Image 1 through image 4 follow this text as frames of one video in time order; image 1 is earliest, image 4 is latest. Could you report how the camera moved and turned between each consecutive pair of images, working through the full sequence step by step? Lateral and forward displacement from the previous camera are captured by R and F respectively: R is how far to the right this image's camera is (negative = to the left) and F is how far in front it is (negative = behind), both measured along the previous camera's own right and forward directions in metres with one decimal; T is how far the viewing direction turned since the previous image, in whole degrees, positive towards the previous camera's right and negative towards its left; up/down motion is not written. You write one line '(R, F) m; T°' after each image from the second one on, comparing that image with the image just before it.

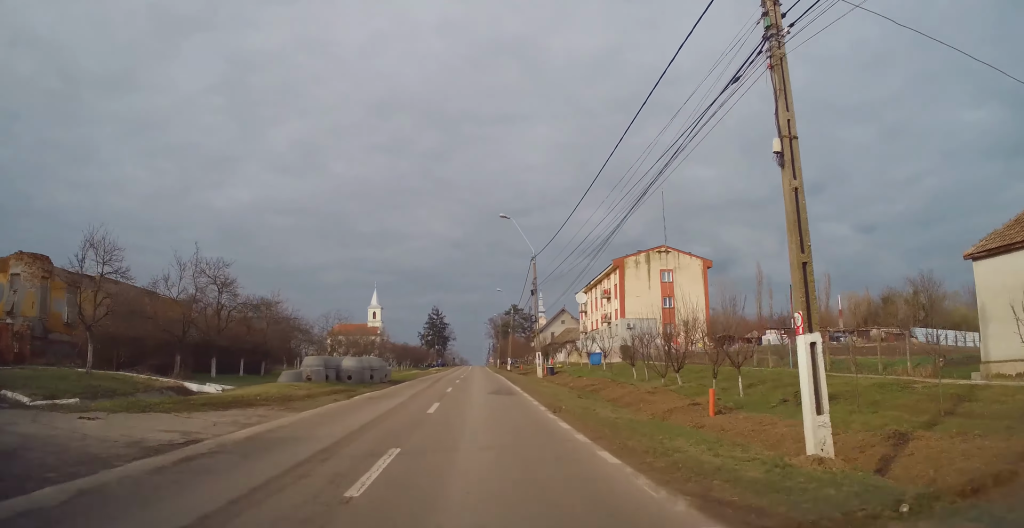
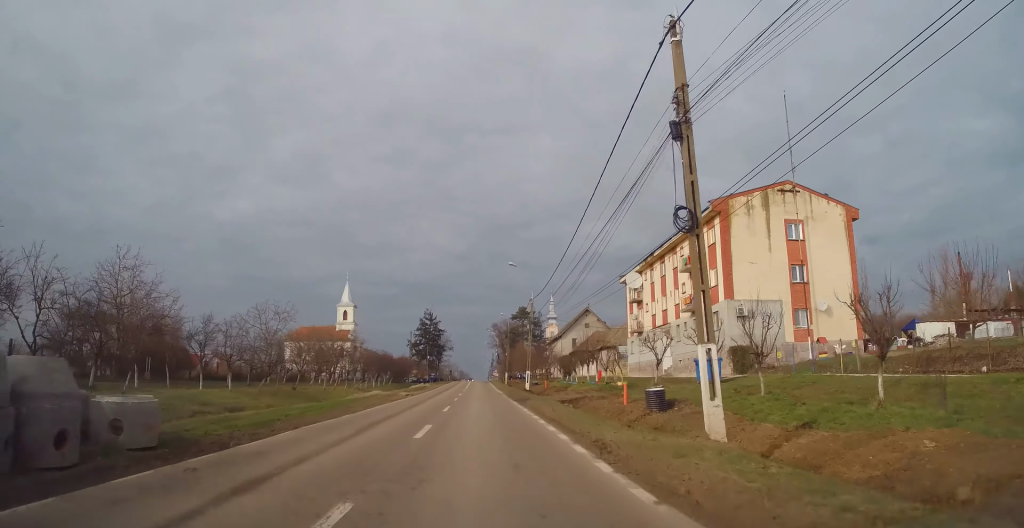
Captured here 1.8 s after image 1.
(+0.2, +30.9) m; 0°
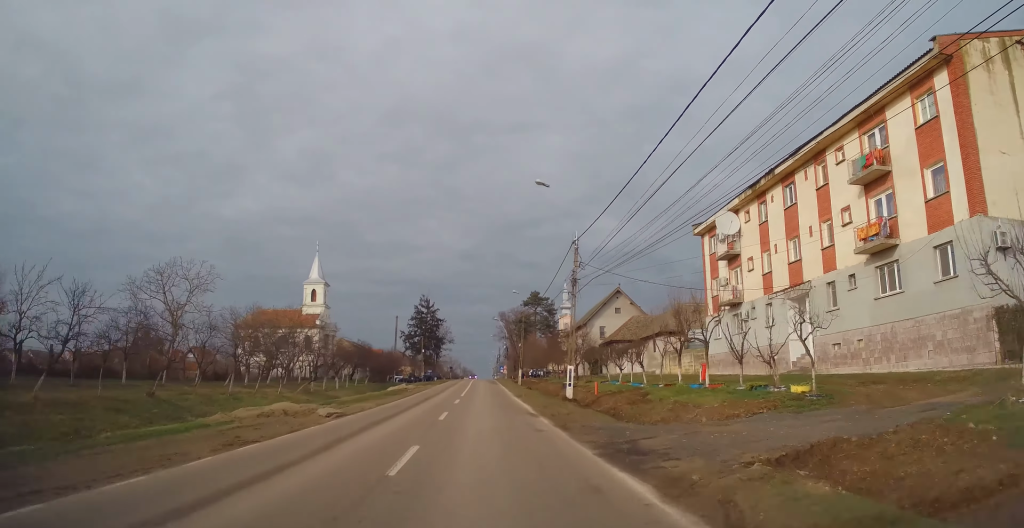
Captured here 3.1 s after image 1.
(-0.1, +22.7) m; 0°
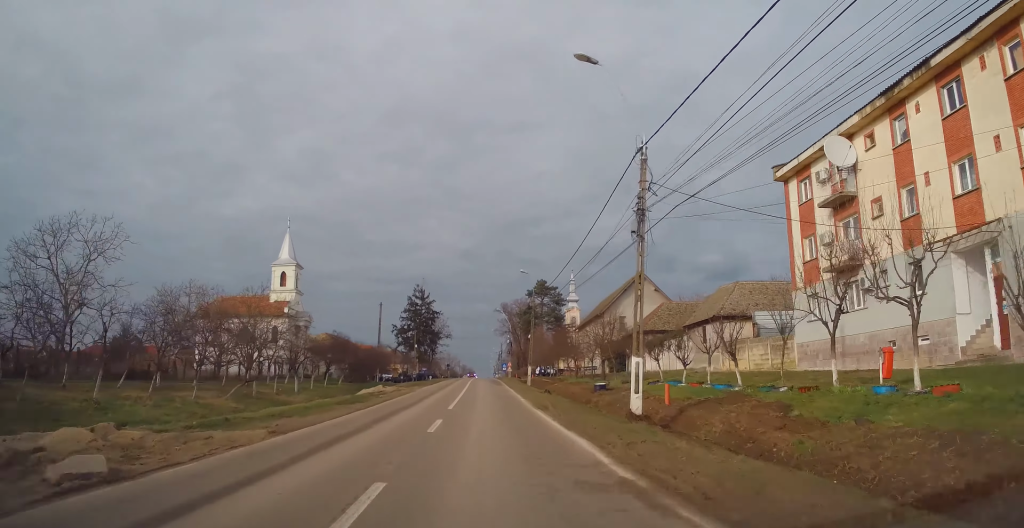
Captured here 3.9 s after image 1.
(+0.1, +12.8) m; -1°
